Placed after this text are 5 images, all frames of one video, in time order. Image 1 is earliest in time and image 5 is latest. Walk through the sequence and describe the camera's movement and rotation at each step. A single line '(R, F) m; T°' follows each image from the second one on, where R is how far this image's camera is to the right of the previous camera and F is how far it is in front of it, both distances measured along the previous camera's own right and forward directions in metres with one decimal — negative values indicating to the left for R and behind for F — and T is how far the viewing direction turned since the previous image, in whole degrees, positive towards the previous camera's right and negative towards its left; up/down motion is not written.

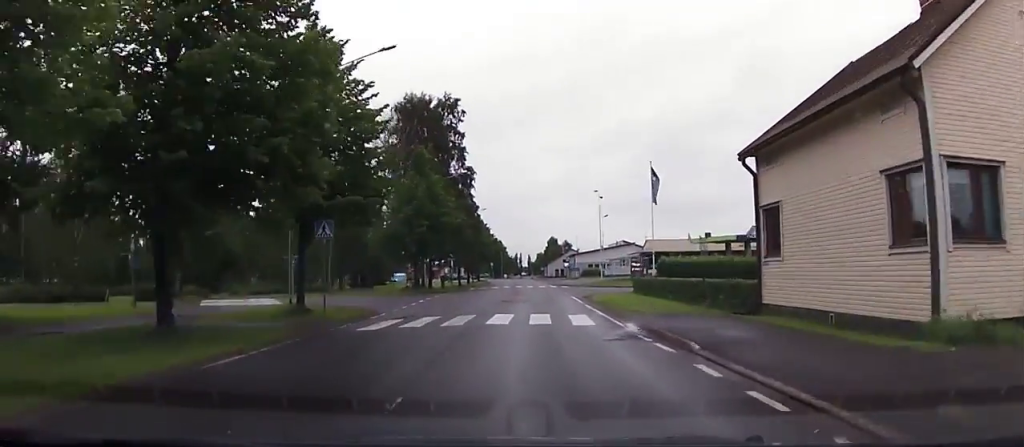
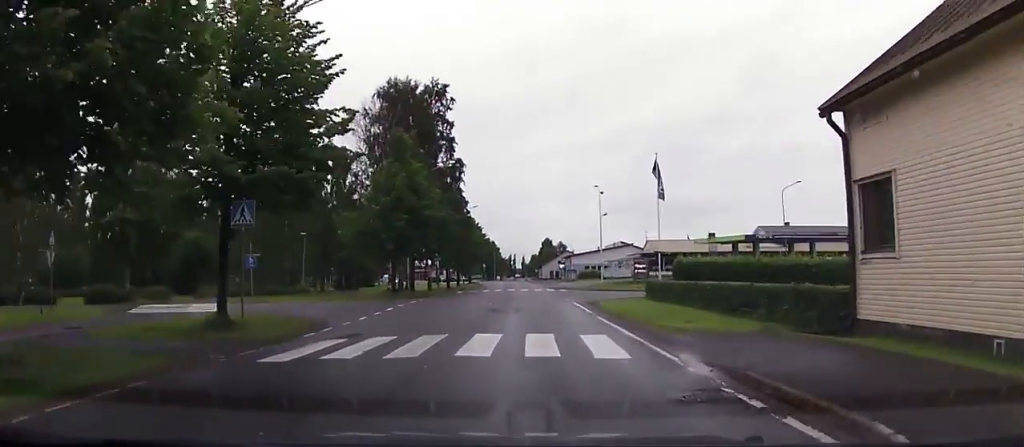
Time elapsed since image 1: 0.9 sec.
(+0.1, +5.4) m; +2°
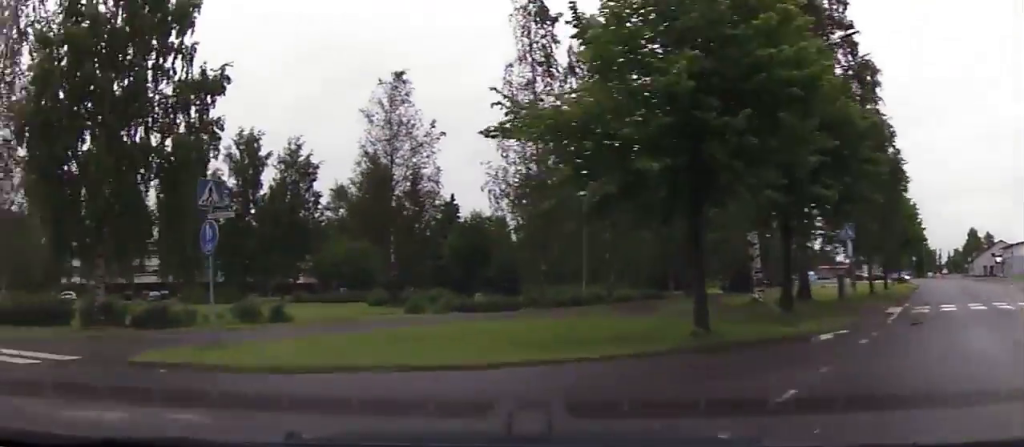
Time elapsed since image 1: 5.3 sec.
(+0.3, +27.8) m; -23°
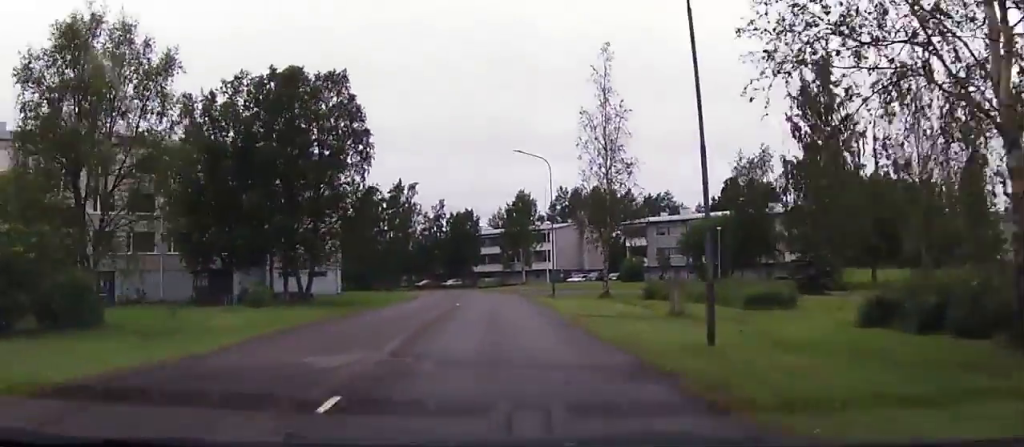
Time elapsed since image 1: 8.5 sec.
(-9.7, +13.5) m; -72°
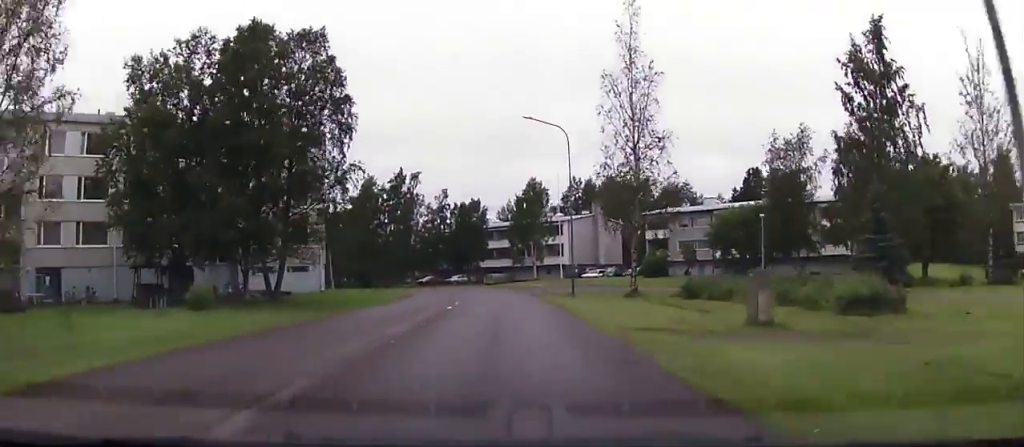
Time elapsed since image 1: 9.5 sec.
(-1.8, +7.0) m; -10°
